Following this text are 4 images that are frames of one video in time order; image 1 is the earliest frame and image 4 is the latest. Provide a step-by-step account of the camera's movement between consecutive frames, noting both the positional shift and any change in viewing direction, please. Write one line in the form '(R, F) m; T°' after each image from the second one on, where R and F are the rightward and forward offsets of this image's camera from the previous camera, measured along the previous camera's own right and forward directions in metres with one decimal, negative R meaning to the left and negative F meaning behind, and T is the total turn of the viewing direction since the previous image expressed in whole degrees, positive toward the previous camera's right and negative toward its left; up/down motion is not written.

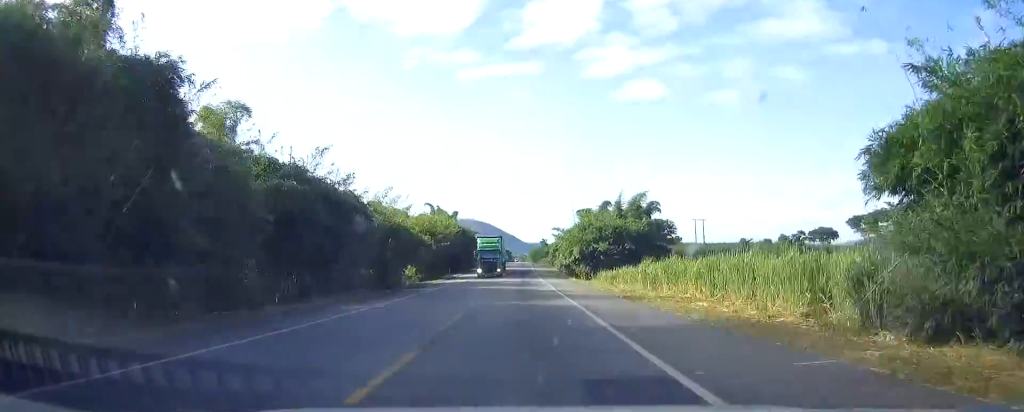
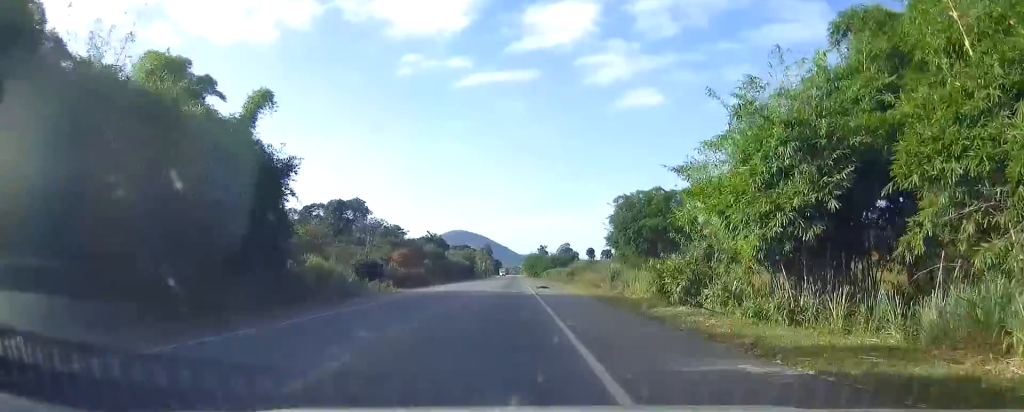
(+0.5, +121.3) m; 0°
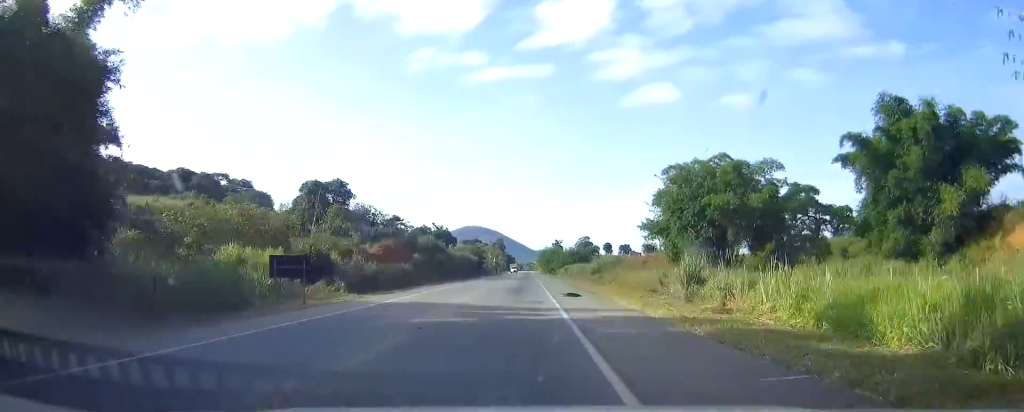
(-0.2, +20.3) m; 0°
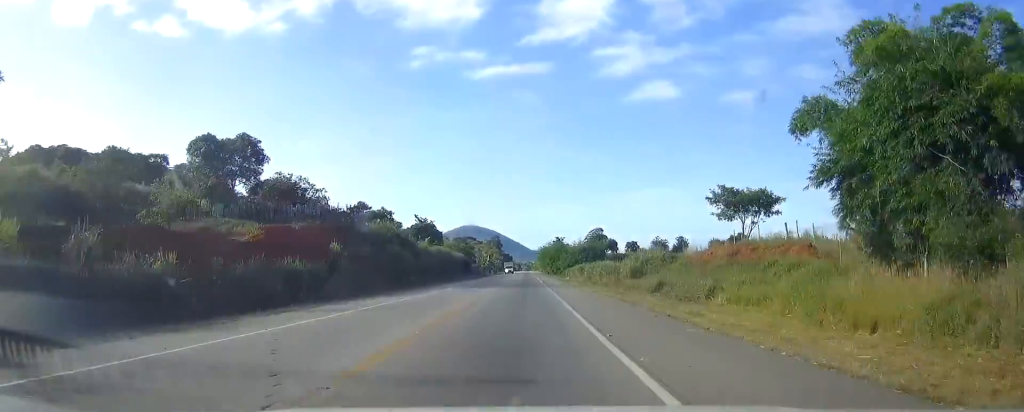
(-0.1, +33.6) m; 0°
